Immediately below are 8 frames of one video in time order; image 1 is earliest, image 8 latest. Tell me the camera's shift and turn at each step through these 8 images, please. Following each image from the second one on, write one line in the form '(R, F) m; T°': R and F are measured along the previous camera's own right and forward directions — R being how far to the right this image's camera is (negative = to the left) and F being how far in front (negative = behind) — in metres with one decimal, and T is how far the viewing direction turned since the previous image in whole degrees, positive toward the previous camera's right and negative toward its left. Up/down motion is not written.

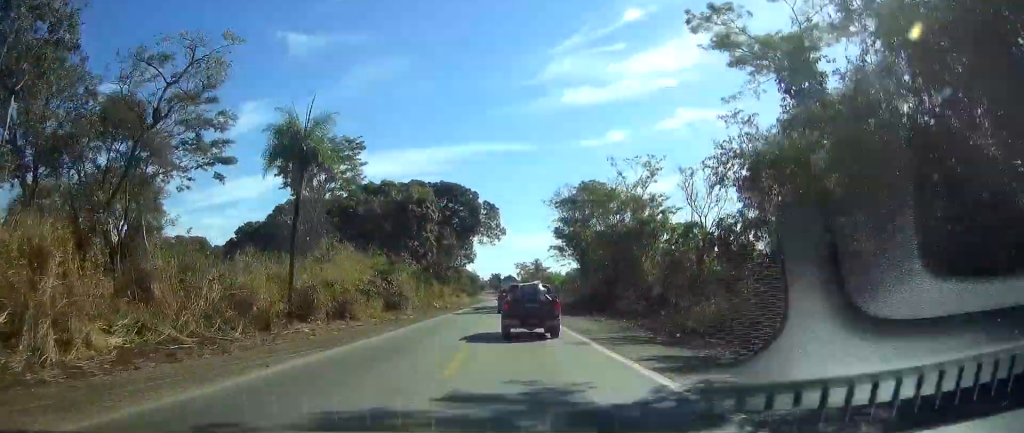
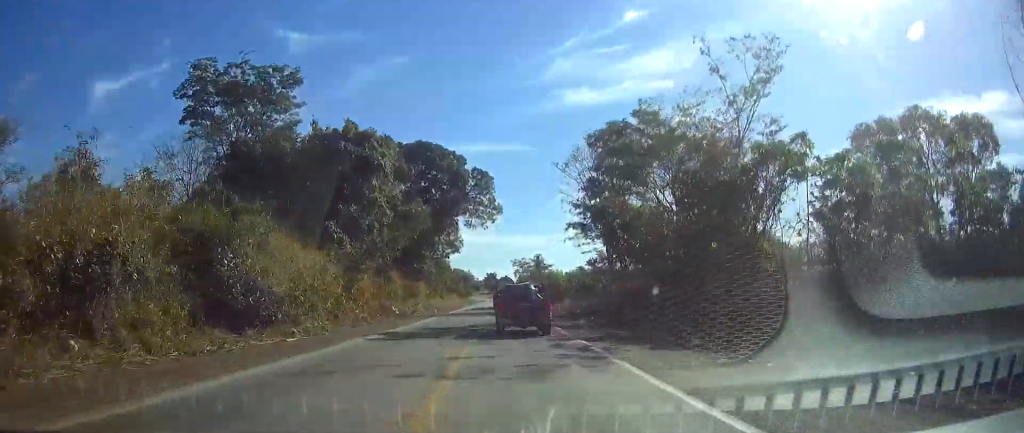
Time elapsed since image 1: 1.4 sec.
(0.0, +30.8) m; 0°
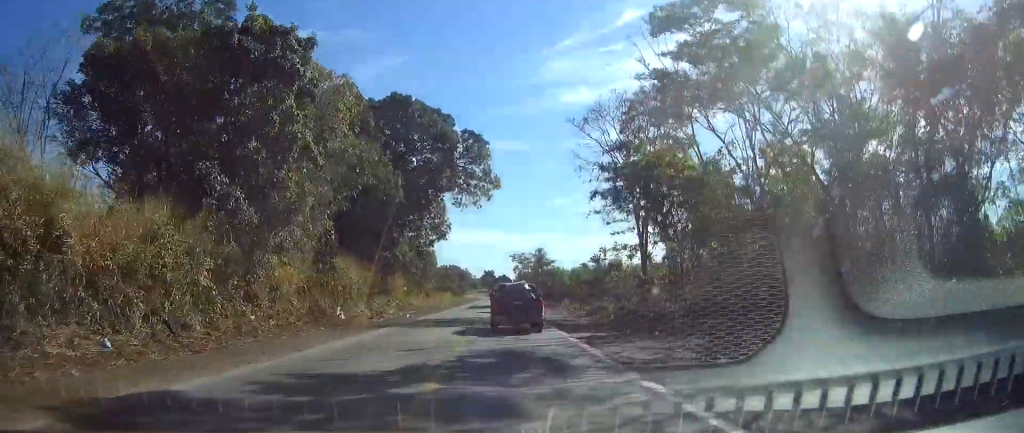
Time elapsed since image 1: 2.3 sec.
(0.0, +19.2) m; 0°
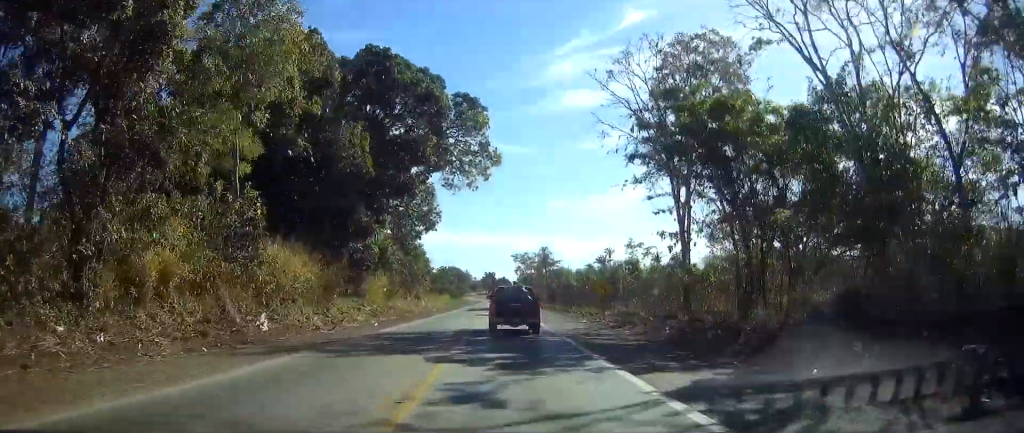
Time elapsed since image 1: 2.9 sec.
(0.0, +13.0) m; 0°
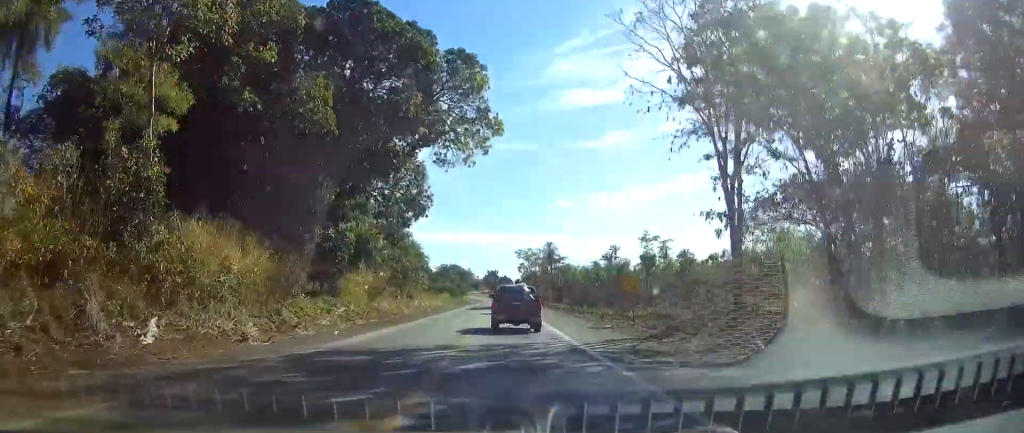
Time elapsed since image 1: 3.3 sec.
(0.0, +9.5) m; 0°
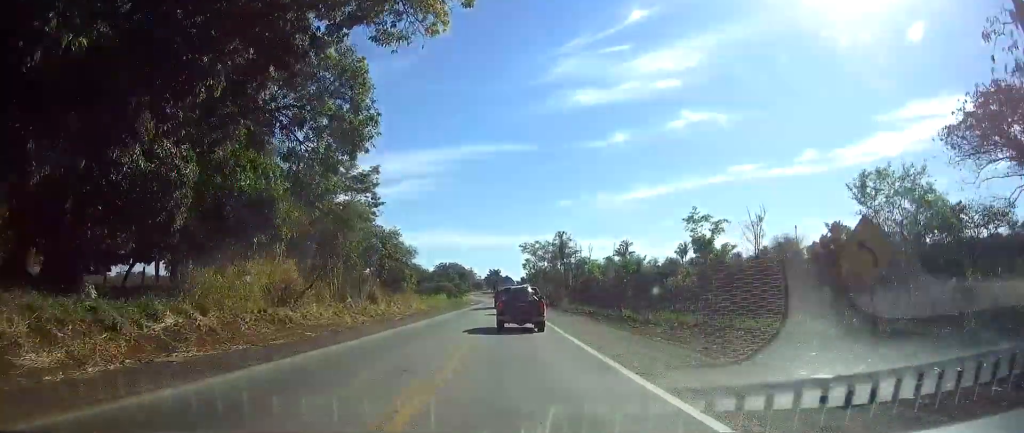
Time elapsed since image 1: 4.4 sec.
(0.0, +23.4) m; 0°
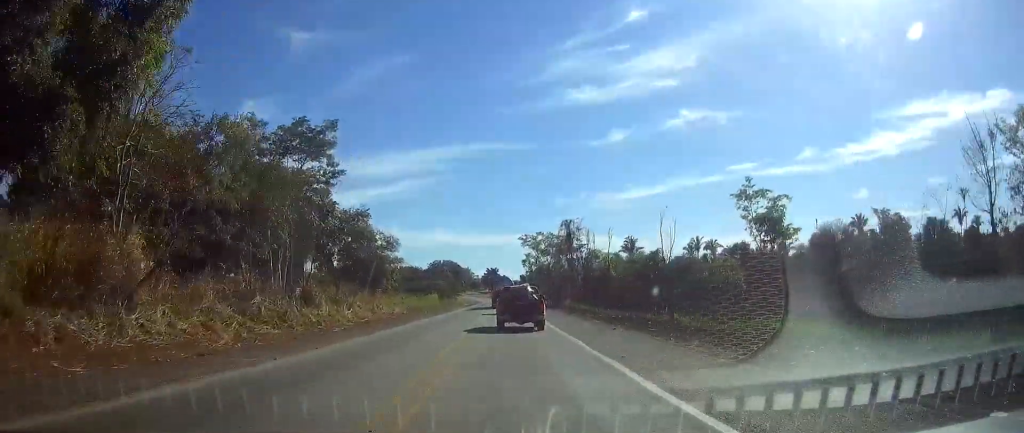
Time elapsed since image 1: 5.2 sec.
(+0.1, +17.4) m; 0°
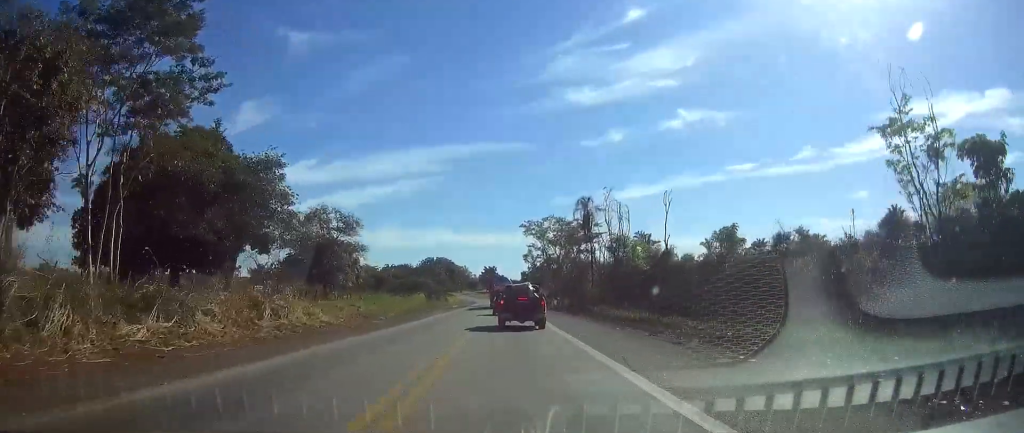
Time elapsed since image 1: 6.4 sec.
(0.0, +25.5) m; 0°
